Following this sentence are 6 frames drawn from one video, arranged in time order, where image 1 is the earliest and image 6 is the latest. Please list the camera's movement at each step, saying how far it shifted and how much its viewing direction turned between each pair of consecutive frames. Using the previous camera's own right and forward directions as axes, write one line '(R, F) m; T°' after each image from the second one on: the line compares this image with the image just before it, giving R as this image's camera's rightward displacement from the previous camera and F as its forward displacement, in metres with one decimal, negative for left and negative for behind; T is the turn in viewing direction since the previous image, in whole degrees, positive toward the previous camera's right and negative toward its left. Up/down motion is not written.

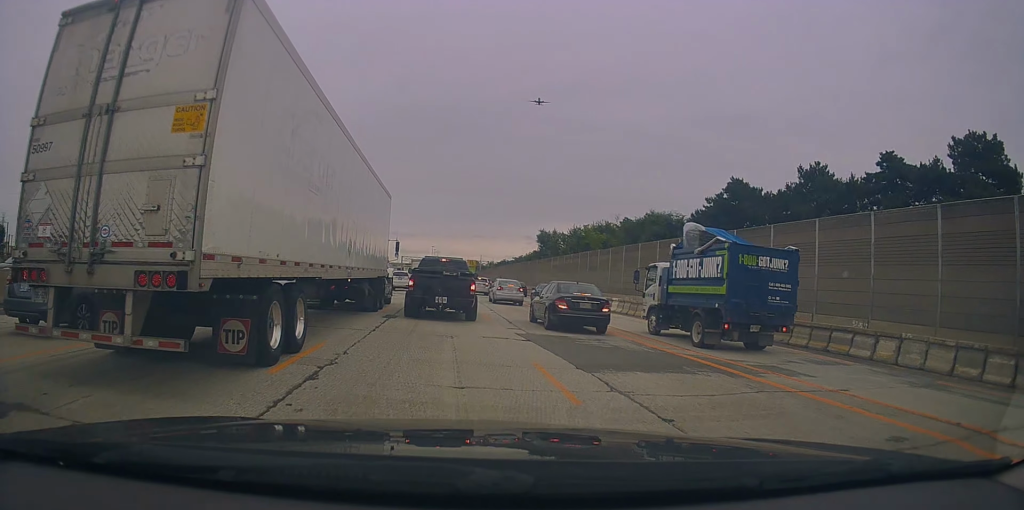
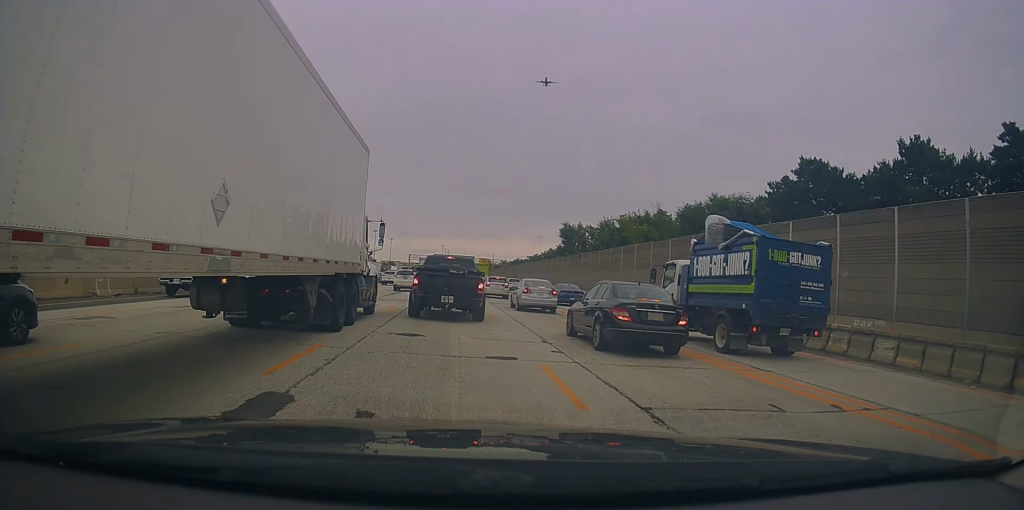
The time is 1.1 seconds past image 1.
(-0.1, +12.4) m; -2°
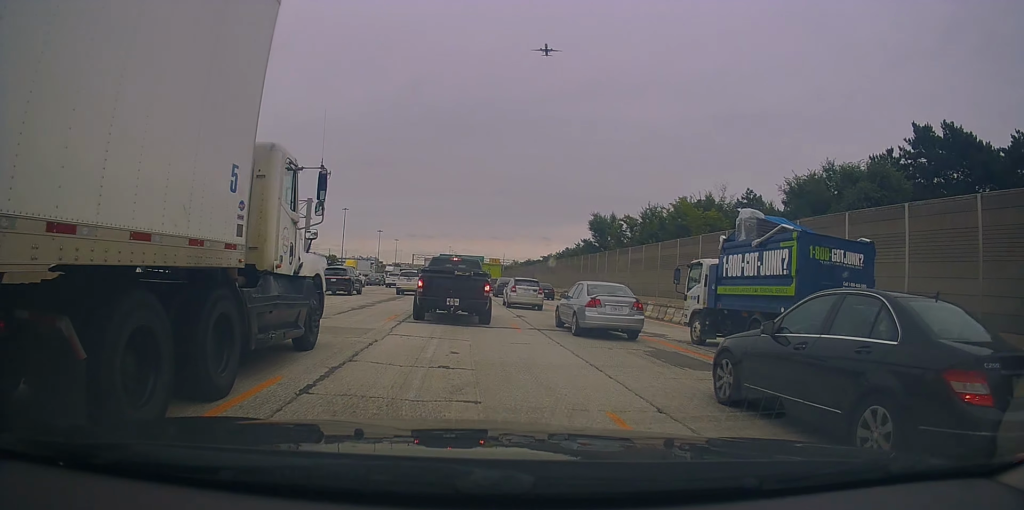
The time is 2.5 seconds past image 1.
(-0.1, +15.3) m; +2°
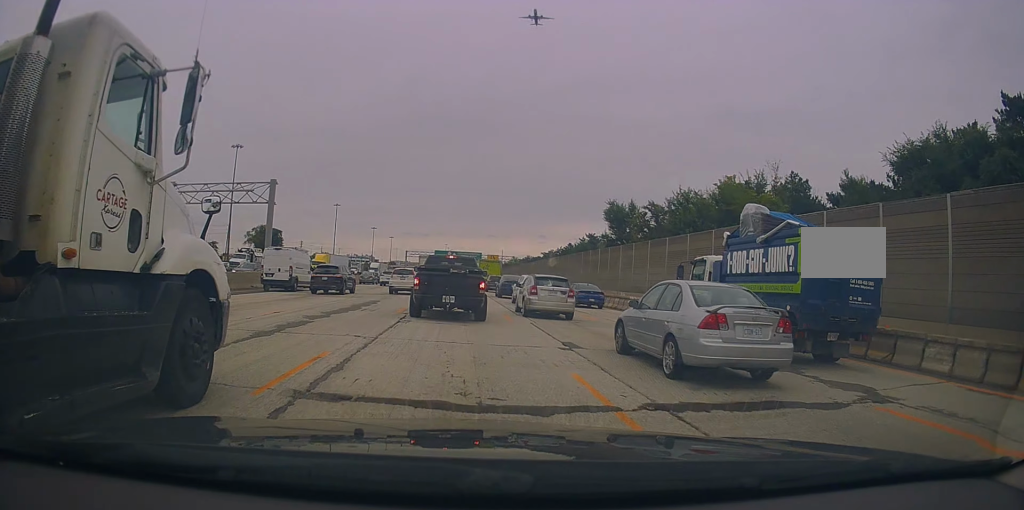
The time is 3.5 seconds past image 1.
(+0.4, +9.9) m; +2°
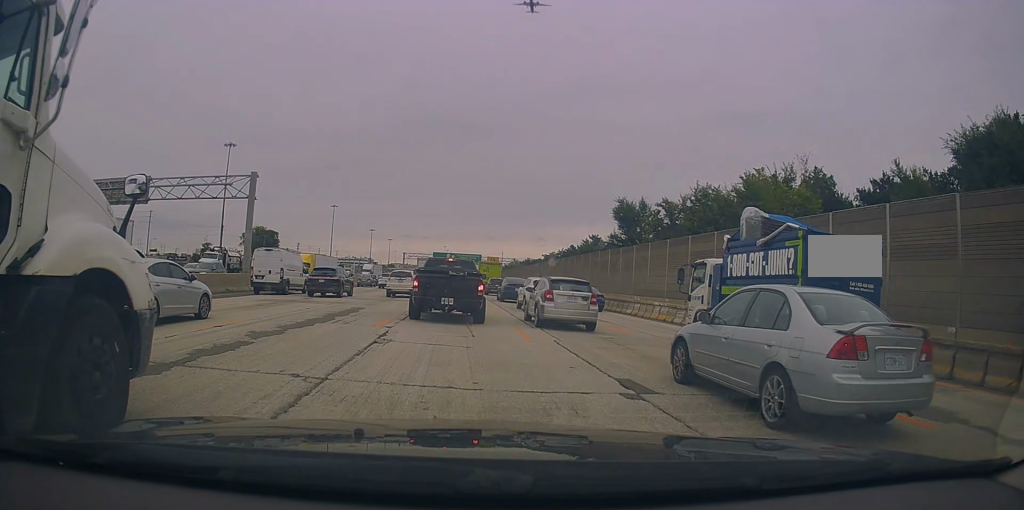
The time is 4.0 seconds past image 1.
(+0.1, +4.2) m; -1°
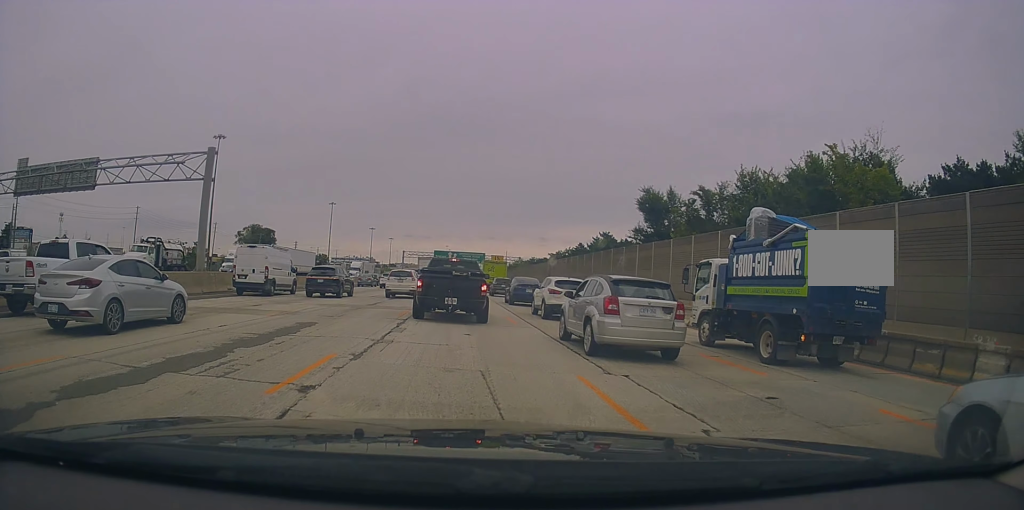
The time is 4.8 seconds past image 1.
(-0.1, +7.7) m; -1°
